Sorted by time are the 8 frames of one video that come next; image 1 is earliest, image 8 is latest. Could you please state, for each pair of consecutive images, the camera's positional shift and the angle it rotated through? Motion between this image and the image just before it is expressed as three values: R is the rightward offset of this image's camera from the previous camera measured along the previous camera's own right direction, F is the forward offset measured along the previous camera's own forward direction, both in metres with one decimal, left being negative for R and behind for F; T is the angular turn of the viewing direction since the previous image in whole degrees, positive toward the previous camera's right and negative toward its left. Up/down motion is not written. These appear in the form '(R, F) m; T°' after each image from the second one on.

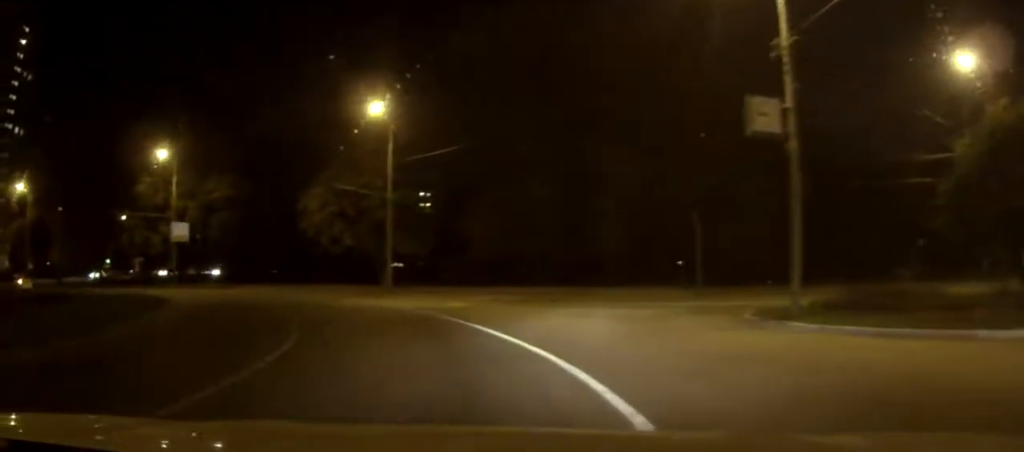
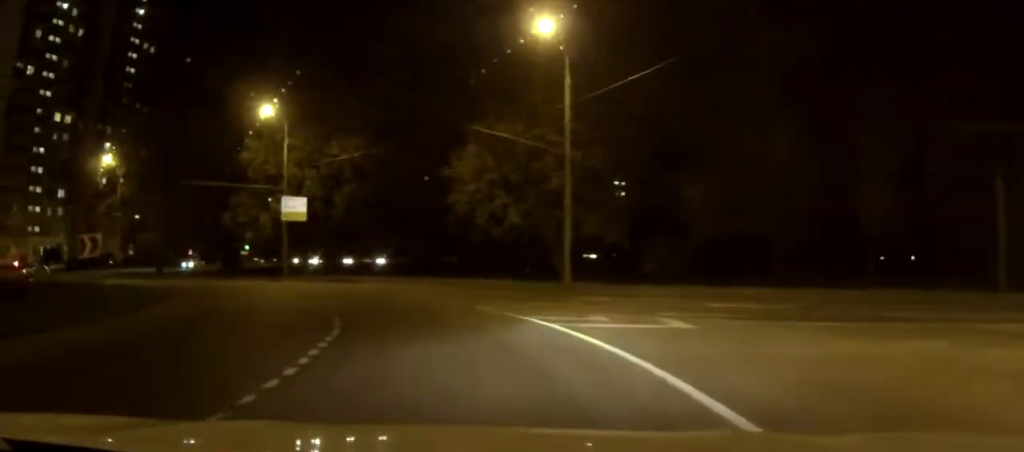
(-1.2, +12.3) m; -10°
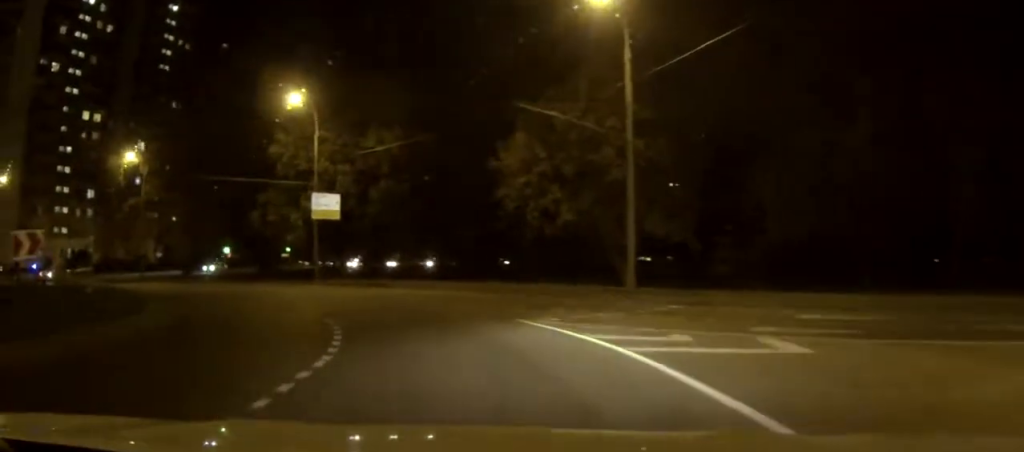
(0.0, +4.0) m; -4°
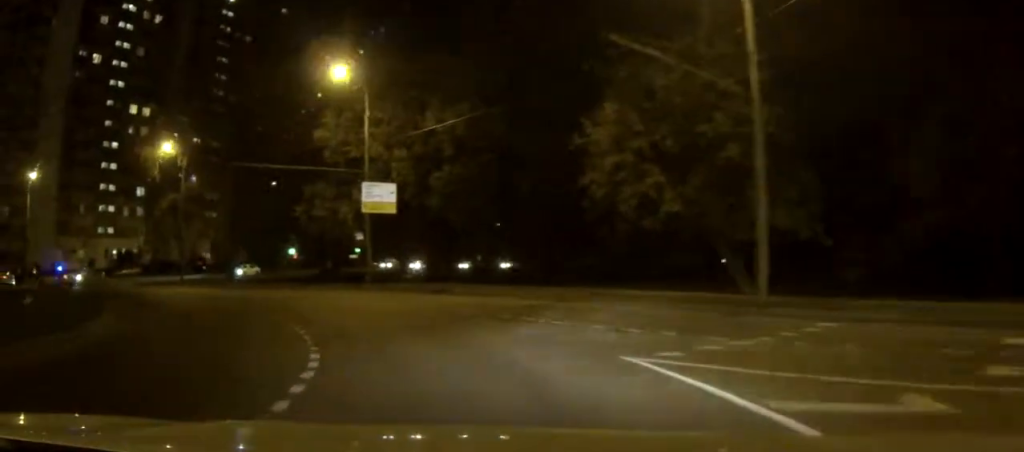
(-0.3, +6.7) m; -8°
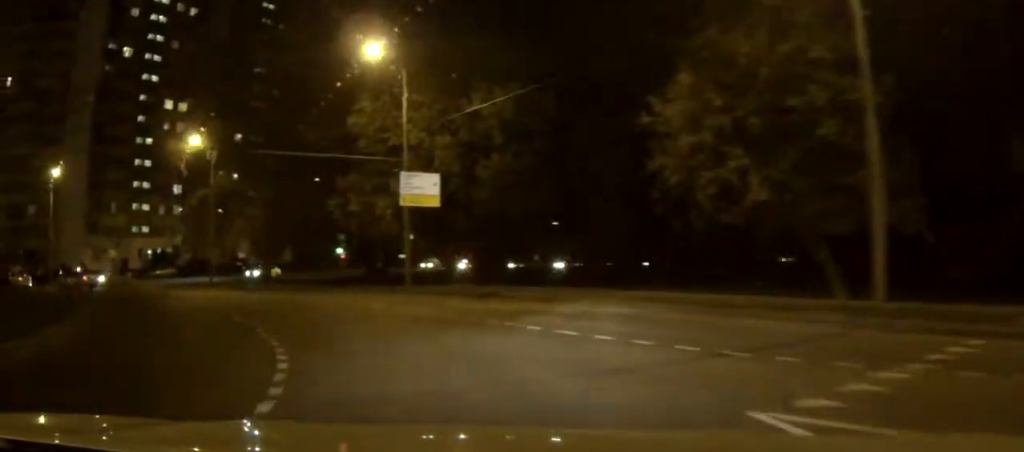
(-0.3, +4.1) m; -5°
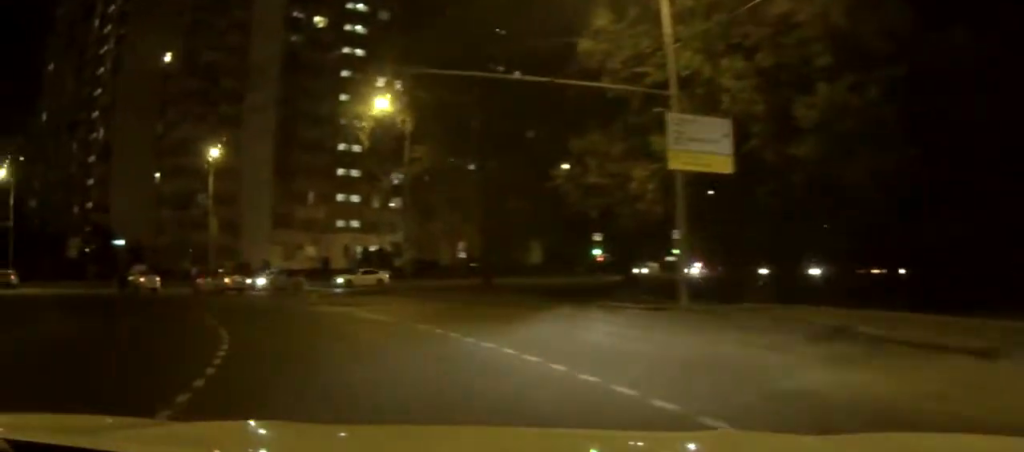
(-1.9, +13.4) m; -17°
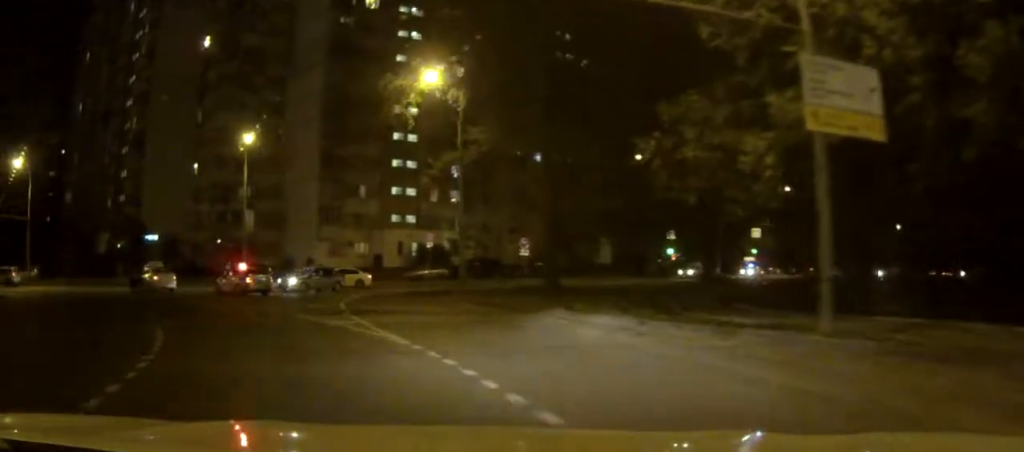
(-0.4, +5.8) m; -5°
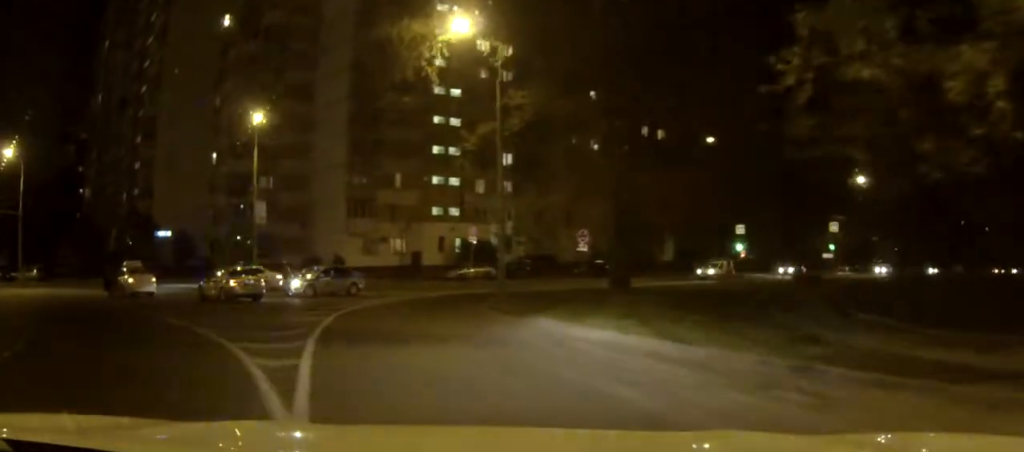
(-0.5, +7.9) m; -7°
